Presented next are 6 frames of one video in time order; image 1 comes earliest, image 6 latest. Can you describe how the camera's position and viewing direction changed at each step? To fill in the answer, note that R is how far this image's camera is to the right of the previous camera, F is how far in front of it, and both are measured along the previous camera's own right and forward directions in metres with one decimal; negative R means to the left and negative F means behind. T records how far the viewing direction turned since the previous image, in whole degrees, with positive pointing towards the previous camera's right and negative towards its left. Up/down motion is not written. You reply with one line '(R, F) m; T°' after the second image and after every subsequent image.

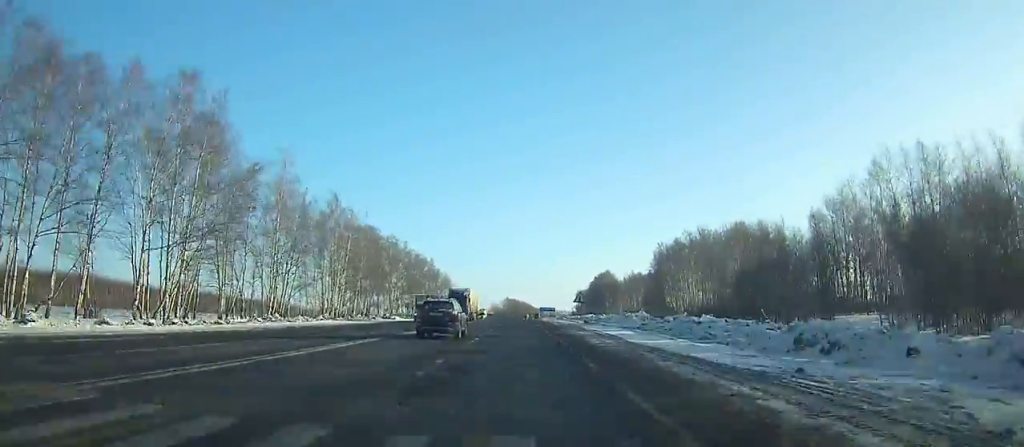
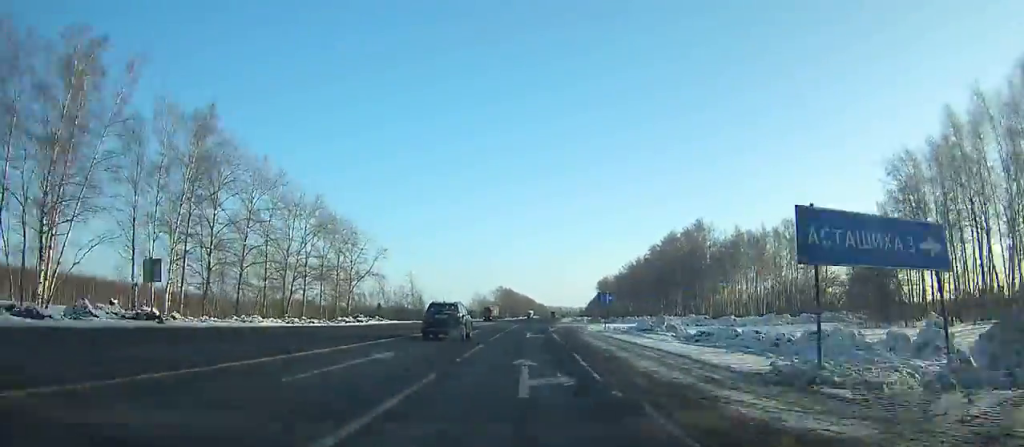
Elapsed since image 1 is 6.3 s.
(+0.5, +139.4) m; +1°
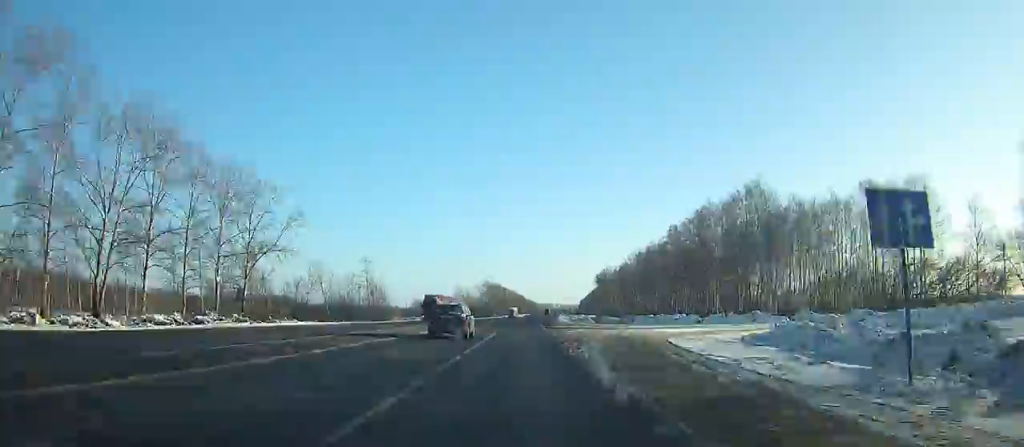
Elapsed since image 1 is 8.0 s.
(+0.1, +37.2) m; +1°
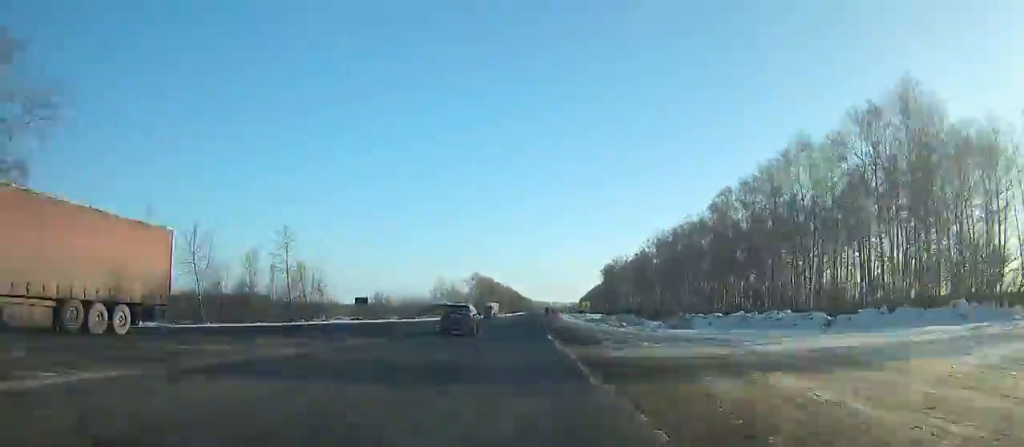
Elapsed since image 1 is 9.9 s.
(+0.3, +41.4) m; +1°
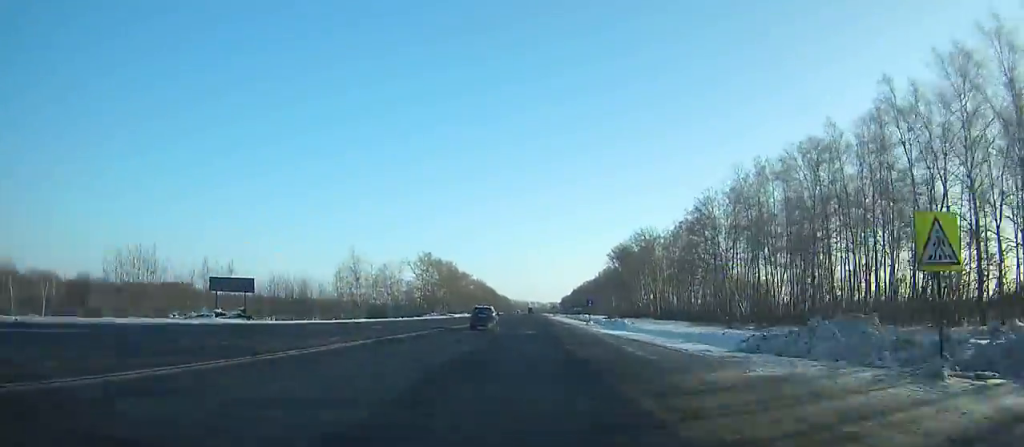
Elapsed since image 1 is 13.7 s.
(+0.6, +82.8) m; +1°
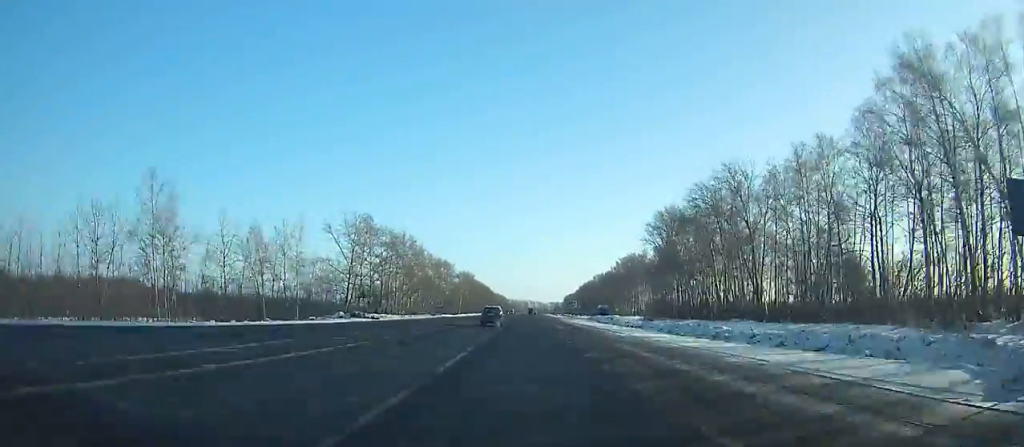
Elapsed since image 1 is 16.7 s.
(+1.0, +66.1) m; +1°
